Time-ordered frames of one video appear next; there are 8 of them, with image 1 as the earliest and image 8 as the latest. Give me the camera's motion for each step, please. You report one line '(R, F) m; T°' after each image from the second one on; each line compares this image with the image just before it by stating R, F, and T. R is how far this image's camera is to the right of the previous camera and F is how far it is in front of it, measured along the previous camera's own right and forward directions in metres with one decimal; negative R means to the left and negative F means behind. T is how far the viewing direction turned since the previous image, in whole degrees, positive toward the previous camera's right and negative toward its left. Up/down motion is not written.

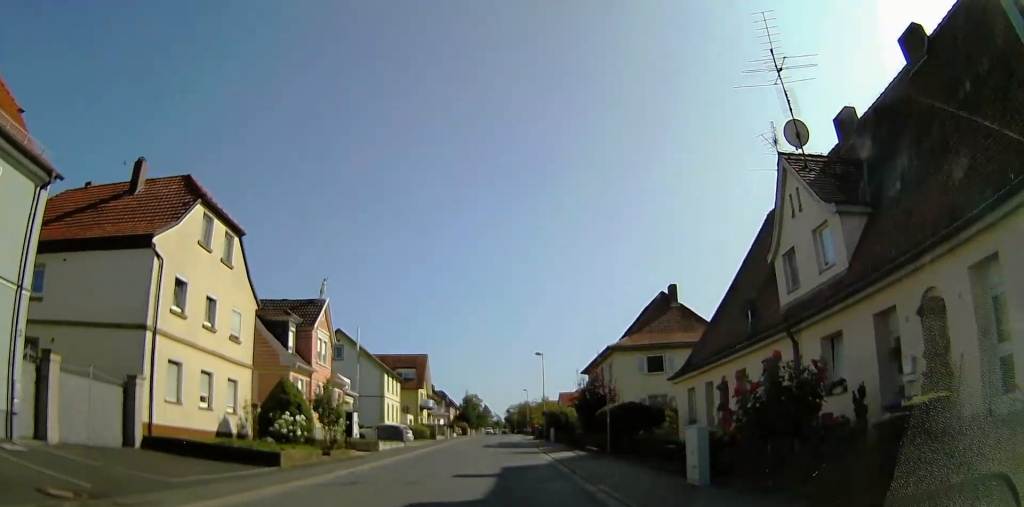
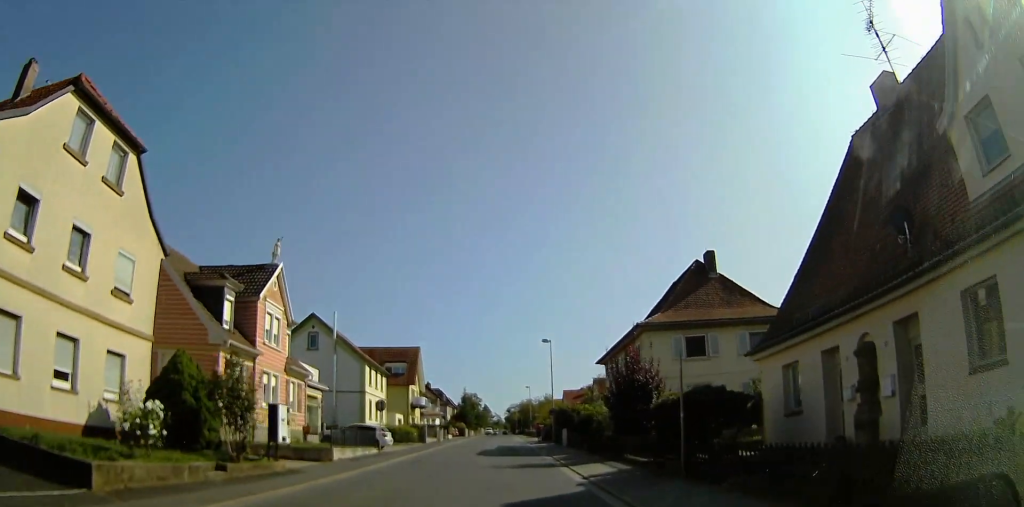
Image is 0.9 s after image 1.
(+0.4, +8.3) m; +1°
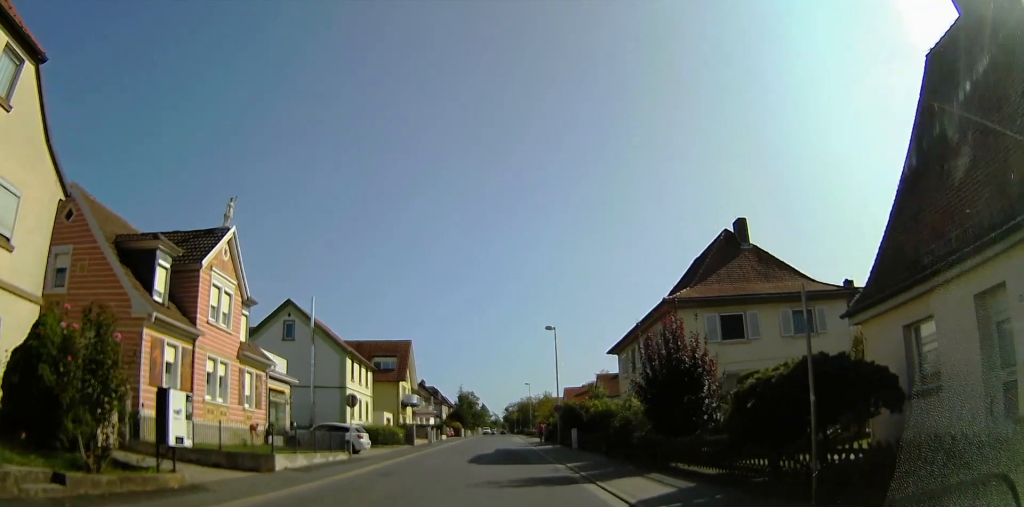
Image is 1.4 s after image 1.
(+0.2, +5.6) m; -1°
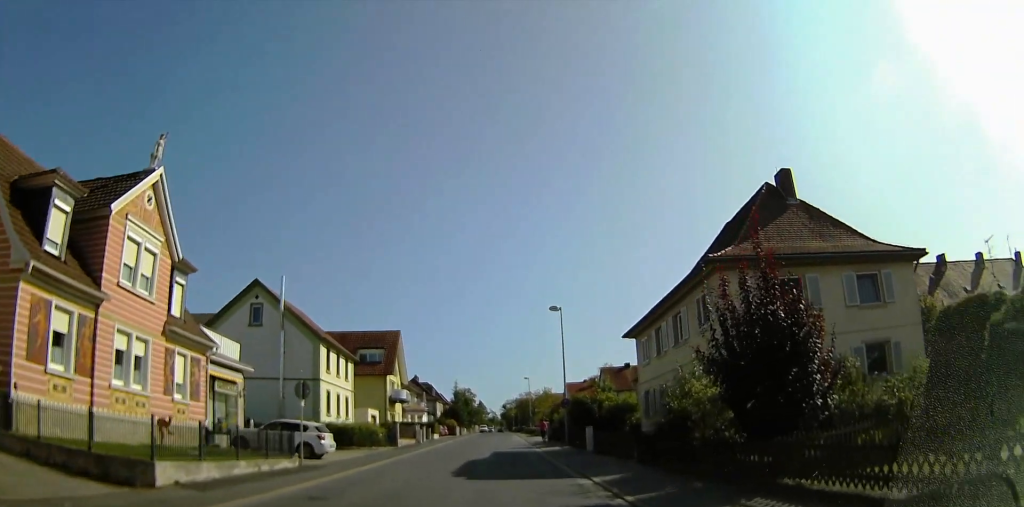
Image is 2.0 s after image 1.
(-0.4, +6.1) m; -2°
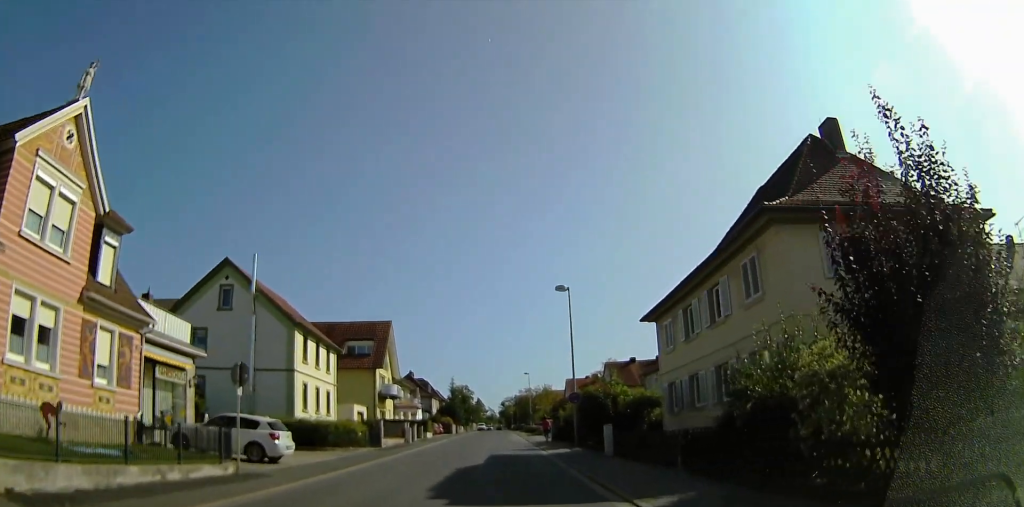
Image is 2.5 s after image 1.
(-0.1, +4.8) m; -1°
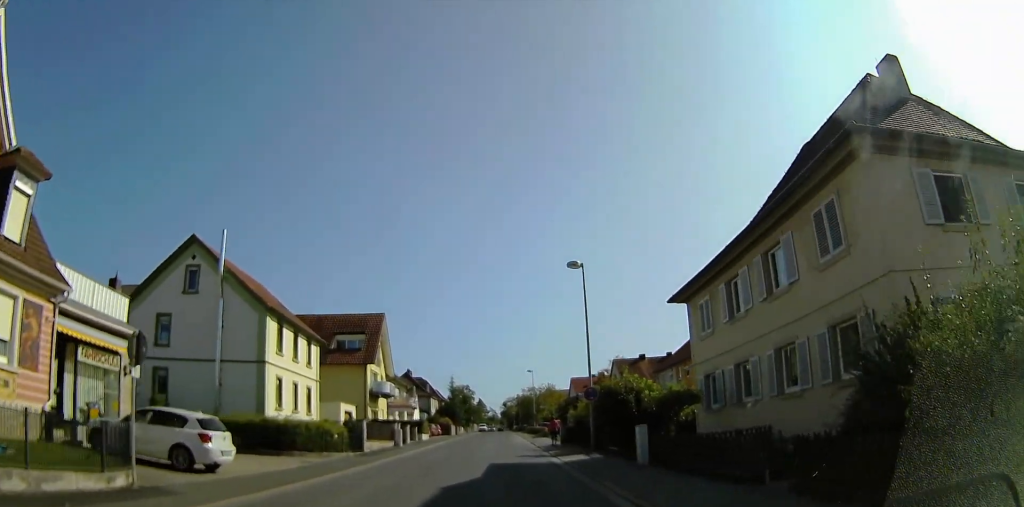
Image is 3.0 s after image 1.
(0.0, +4.8) m; 0°
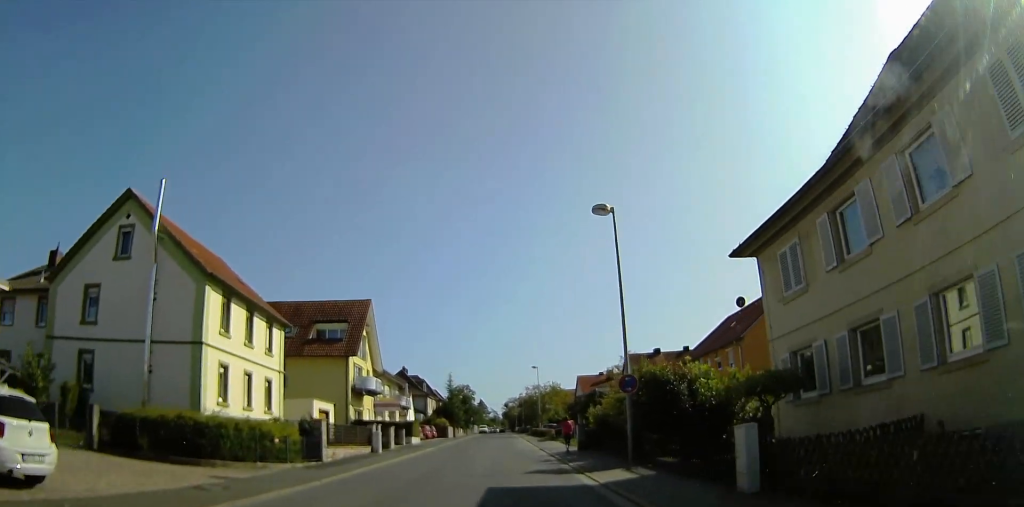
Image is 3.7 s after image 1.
(0.0, +7.2) m; 0°
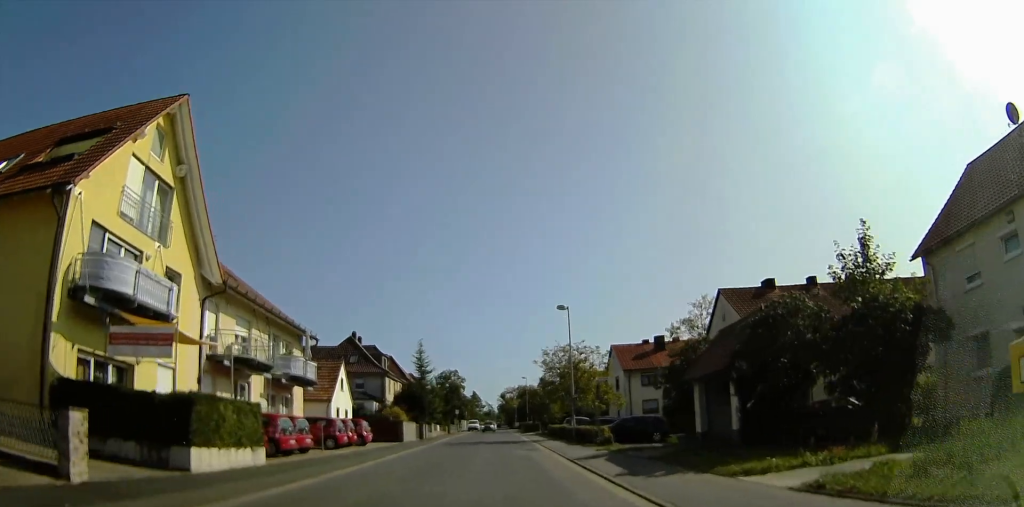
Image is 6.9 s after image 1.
(0.0, +33.4) m; 0°
